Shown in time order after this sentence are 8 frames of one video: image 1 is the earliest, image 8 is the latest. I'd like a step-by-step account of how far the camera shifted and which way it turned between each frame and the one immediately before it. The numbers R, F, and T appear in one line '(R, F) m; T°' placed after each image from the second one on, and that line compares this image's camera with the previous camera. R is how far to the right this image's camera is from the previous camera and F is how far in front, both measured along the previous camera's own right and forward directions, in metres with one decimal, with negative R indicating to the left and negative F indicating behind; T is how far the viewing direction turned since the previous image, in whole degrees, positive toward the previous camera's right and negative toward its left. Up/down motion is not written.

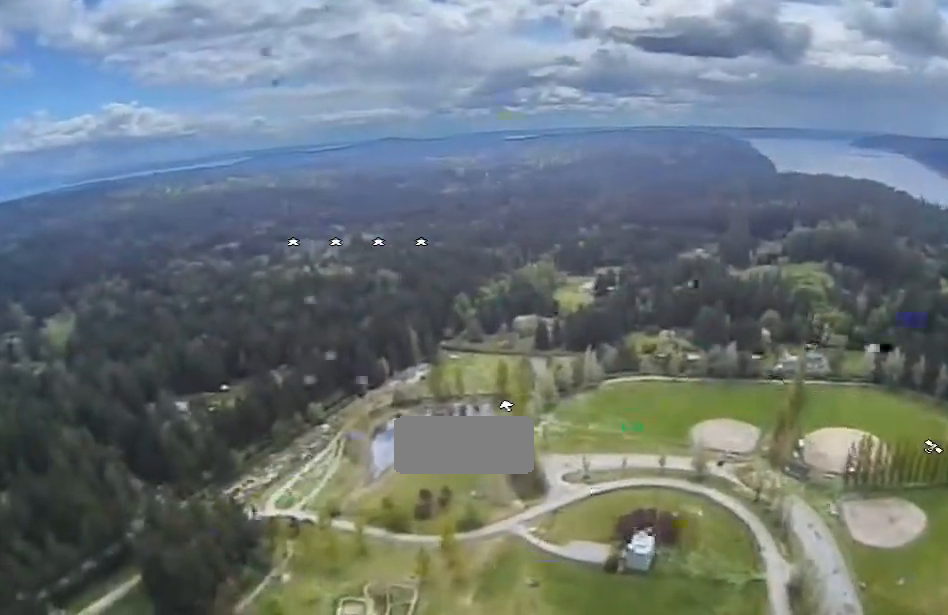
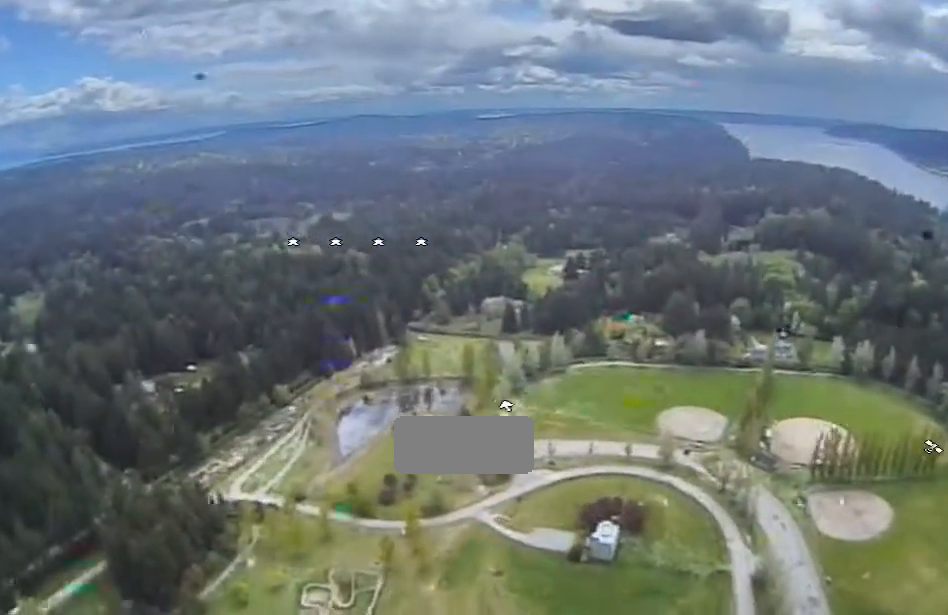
(-0.1, +2.8) m; -5°
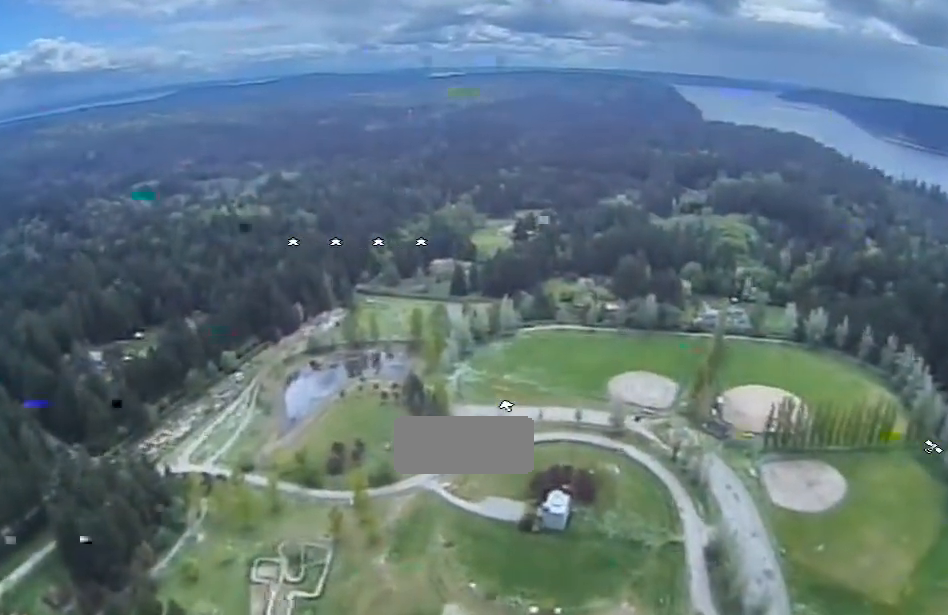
(-0.3, +5.9) m; -4°
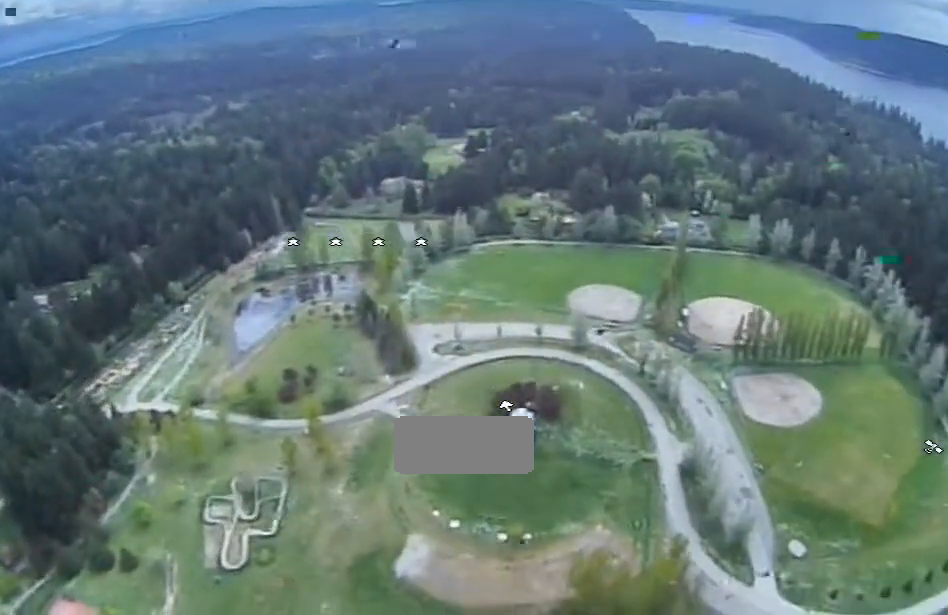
(-0.3, +11.5) m; -2°
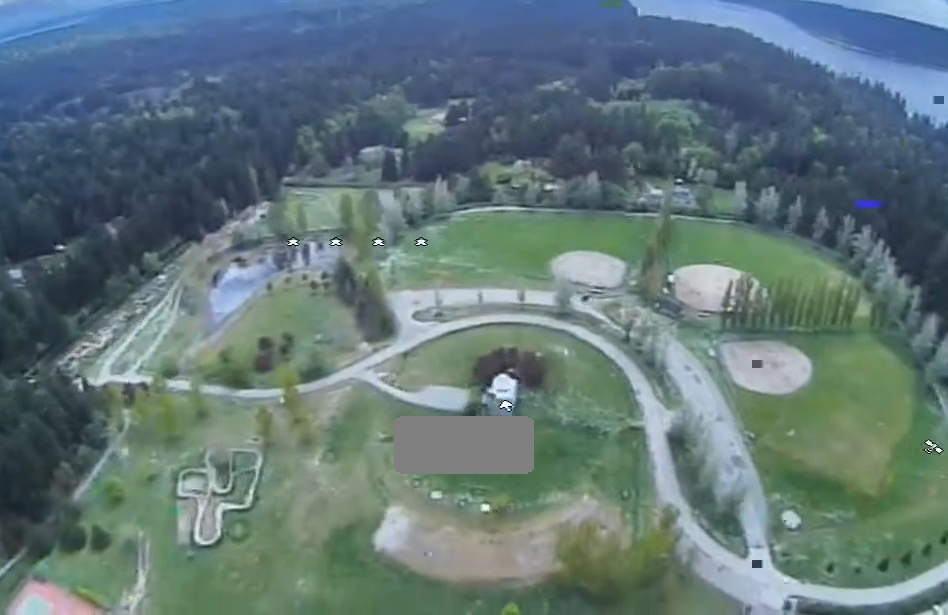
(0.0, +5.8) m; 0°
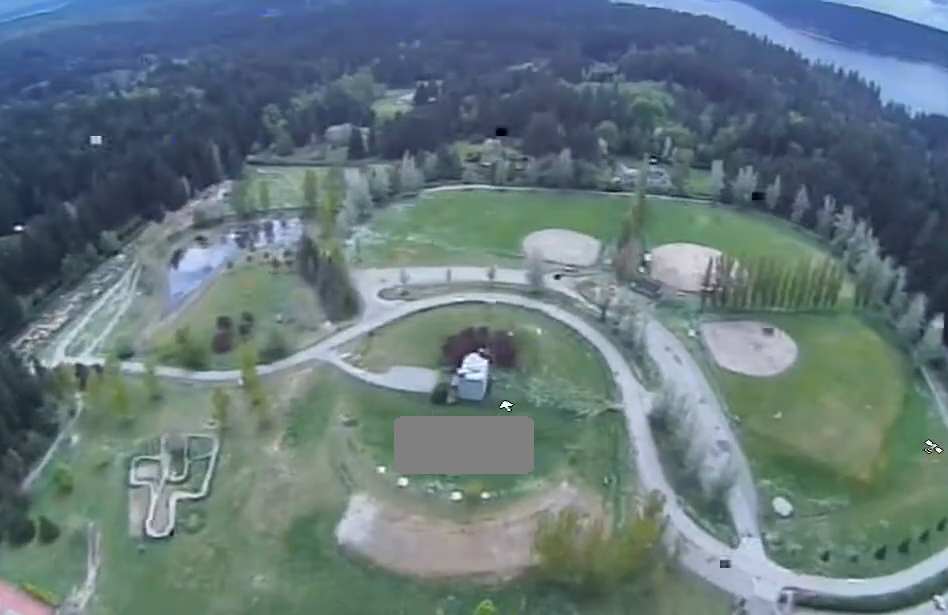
(0.0, +9.9) m; 0°
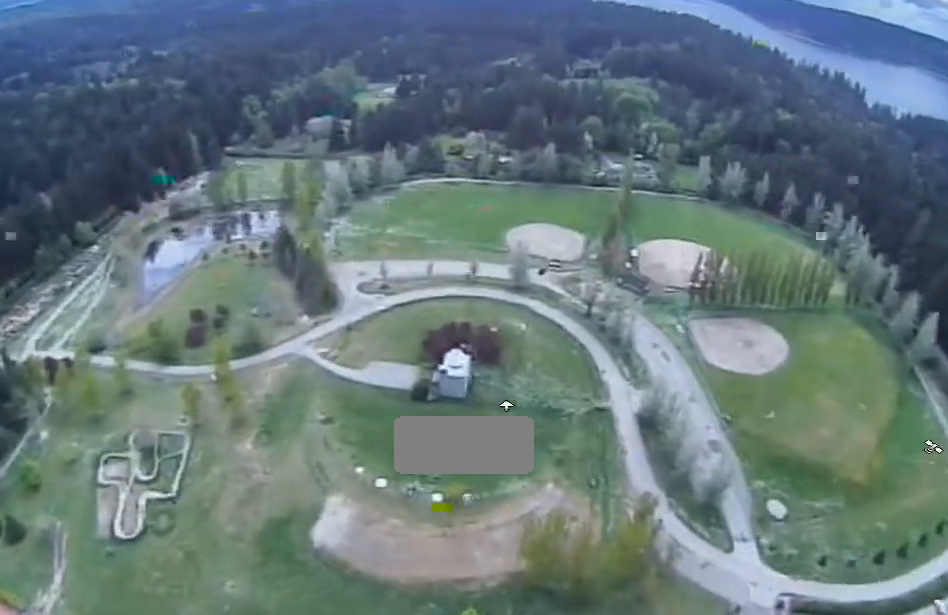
(0.0, +6.3) m; 0°
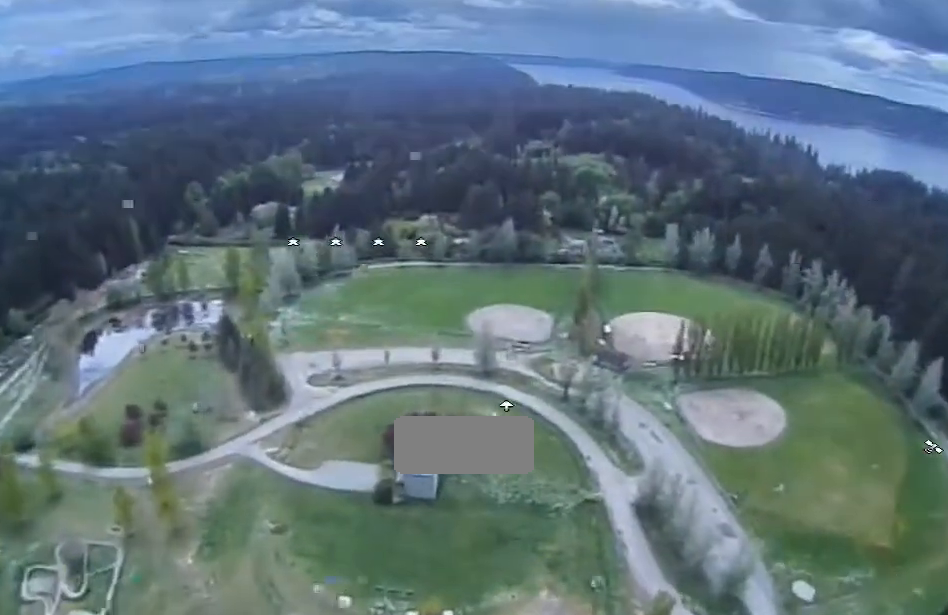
(+0.2, +19.6) m; +1°
